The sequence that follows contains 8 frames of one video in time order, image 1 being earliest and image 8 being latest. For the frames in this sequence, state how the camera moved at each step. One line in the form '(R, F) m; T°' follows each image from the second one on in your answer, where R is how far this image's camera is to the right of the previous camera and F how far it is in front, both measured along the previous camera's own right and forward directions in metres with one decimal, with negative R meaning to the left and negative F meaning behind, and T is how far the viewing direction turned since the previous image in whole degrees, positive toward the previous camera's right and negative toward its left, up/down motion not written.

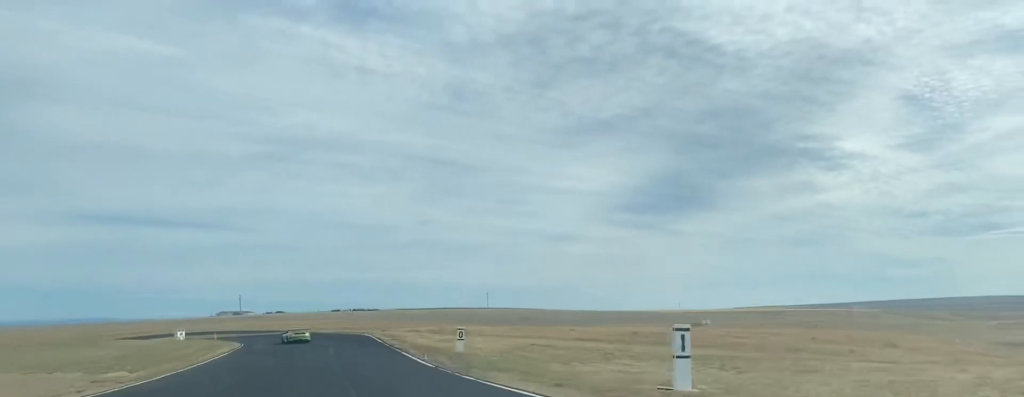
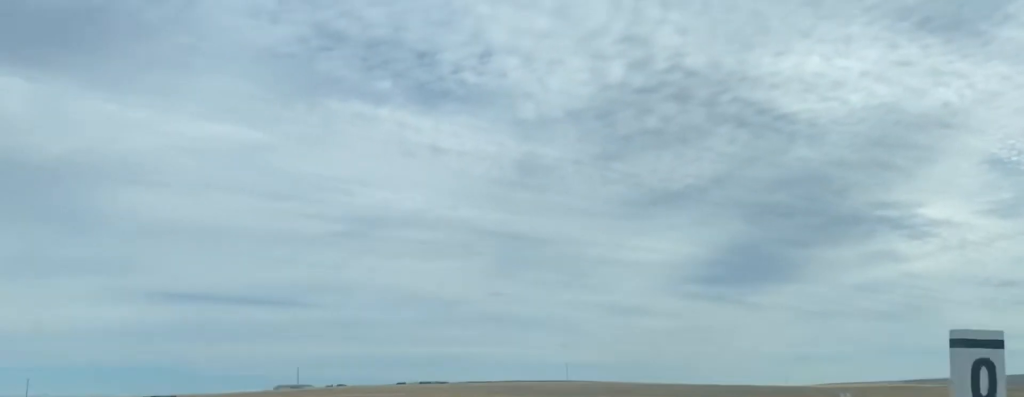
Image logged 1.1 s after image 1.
(+0.1, +44.1) m; -7°
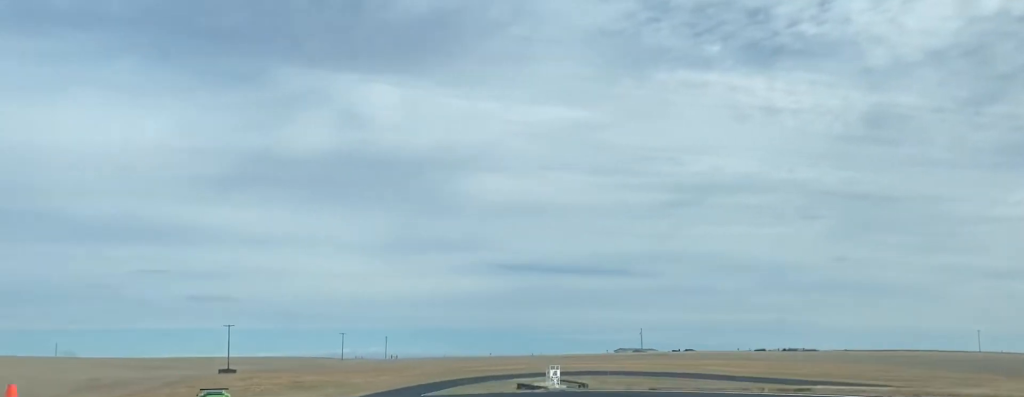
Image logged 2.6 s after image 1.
(-8.4, +46.7) m; -31°
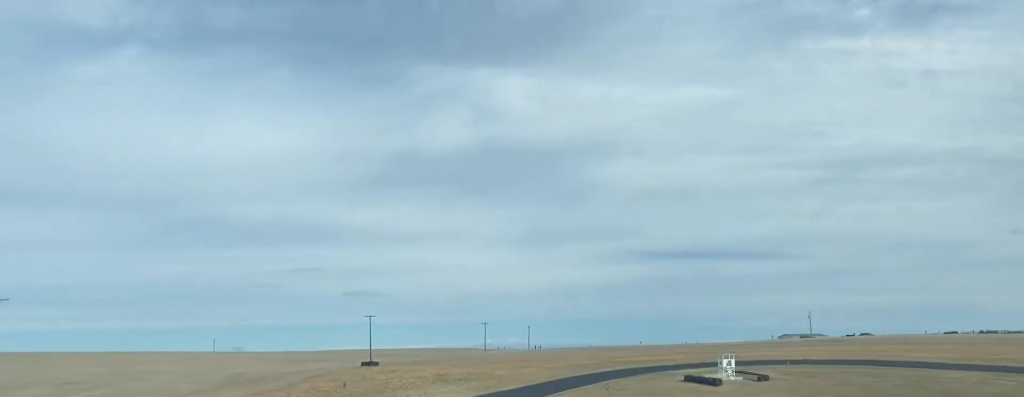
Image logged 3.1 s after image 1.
(-3.8, +16.9) m; -7°
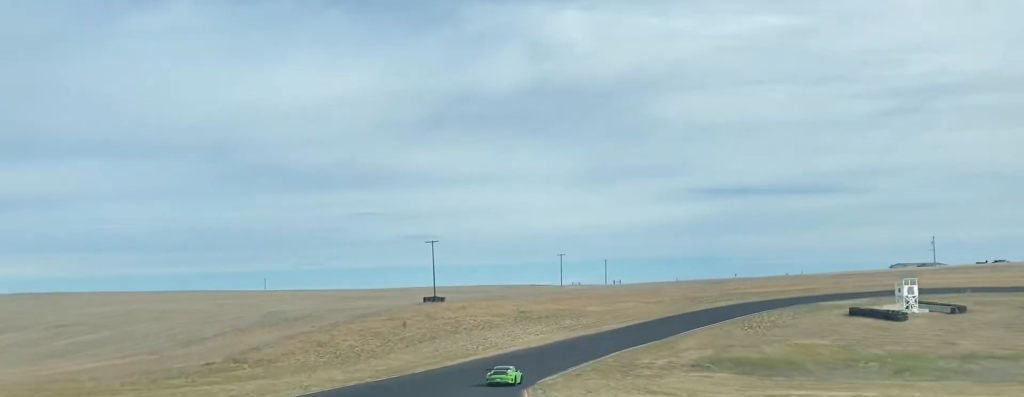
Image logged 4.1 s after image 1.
(-3.2, +32.2) m; -1°
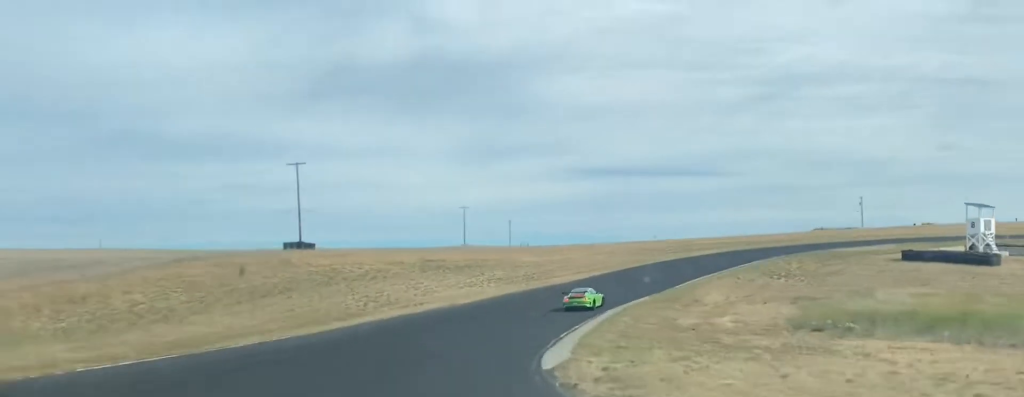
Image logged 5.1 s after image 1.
(+2.9, +33.6) m; +13°
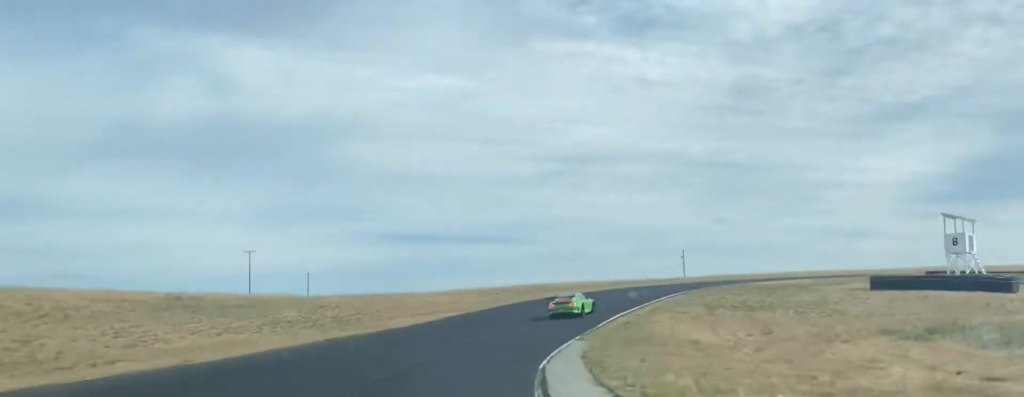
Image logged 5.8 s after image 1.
(+2.0, +24.8) m; +13°
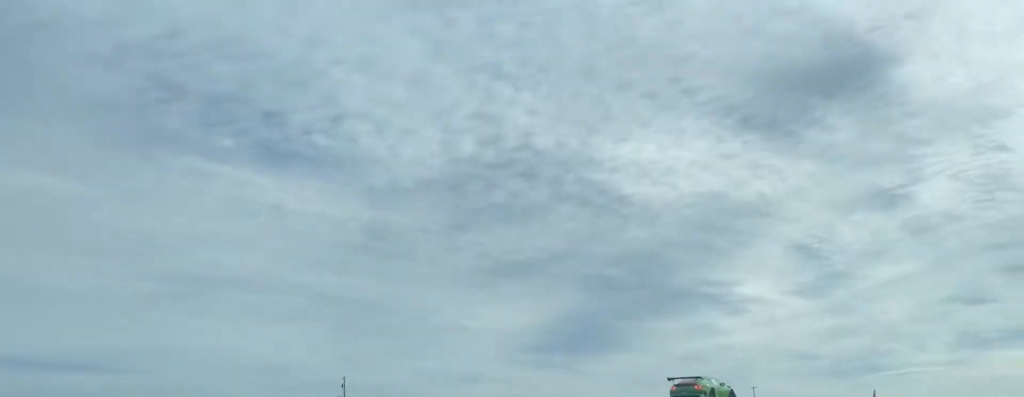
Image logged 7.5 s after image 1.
(+11.7, +48.9) m; +27°
